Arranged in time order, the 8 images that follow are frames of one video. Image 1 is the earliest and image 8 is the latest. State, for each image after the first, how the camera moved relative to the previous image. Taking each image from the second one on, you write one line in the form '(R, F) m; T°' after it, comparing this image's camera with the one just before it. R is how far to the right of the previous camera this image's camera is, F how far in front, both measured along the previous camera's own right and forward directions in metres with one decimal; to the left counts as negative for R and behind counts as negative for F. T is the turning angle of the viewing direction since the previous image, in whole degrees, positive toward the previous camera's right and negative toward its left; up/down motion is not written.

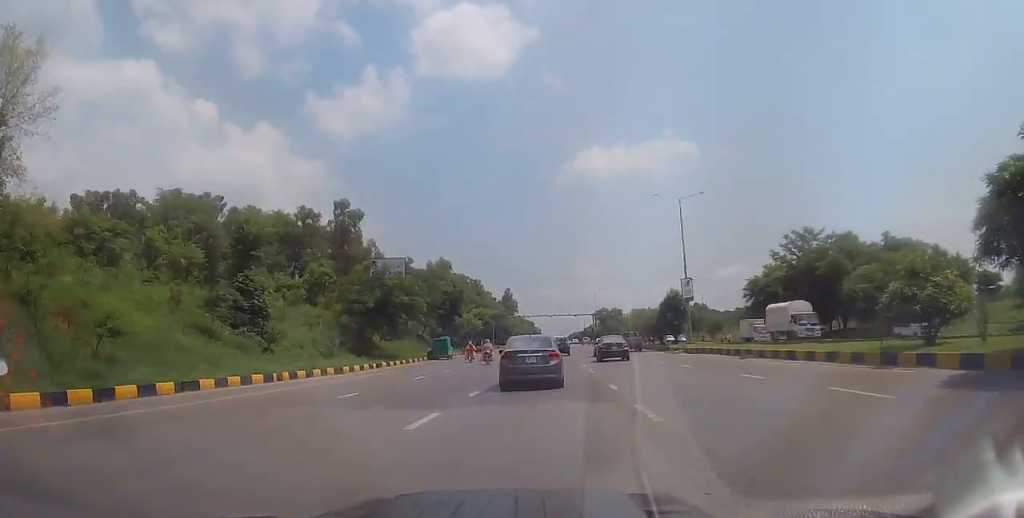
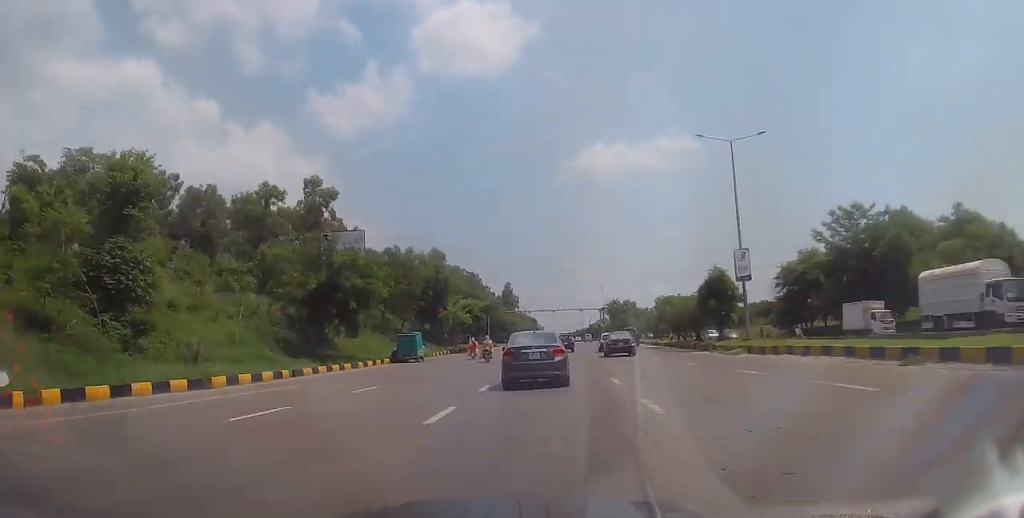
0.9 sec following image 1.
(0.0, +13.9) m; 0°
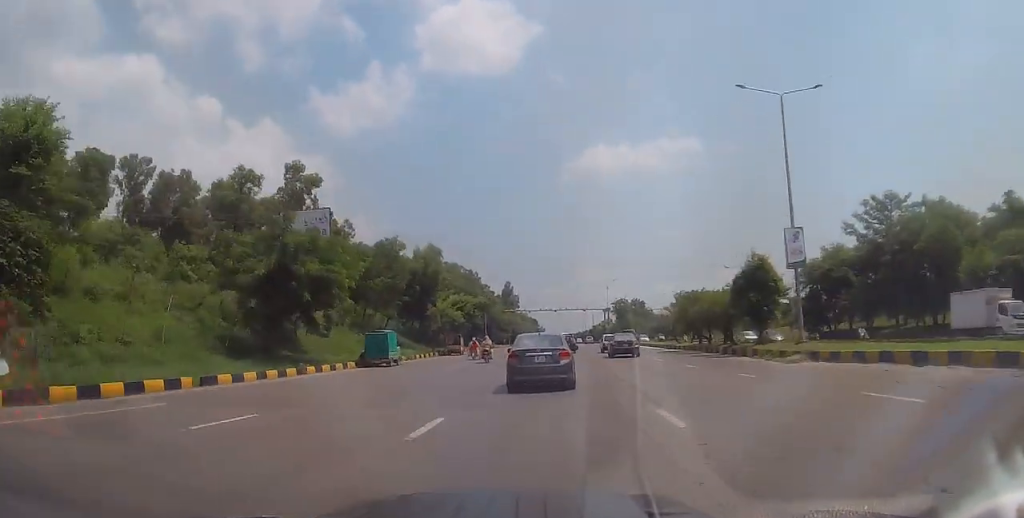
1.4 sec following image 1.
(0.0, +7.7) m; 0°
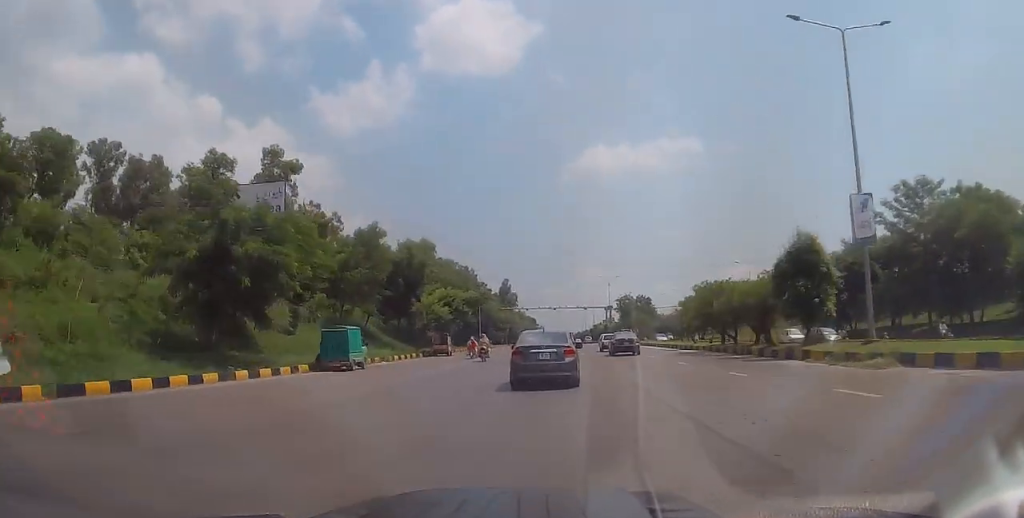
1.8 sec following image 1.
(0.0, +6.6) m; -1°
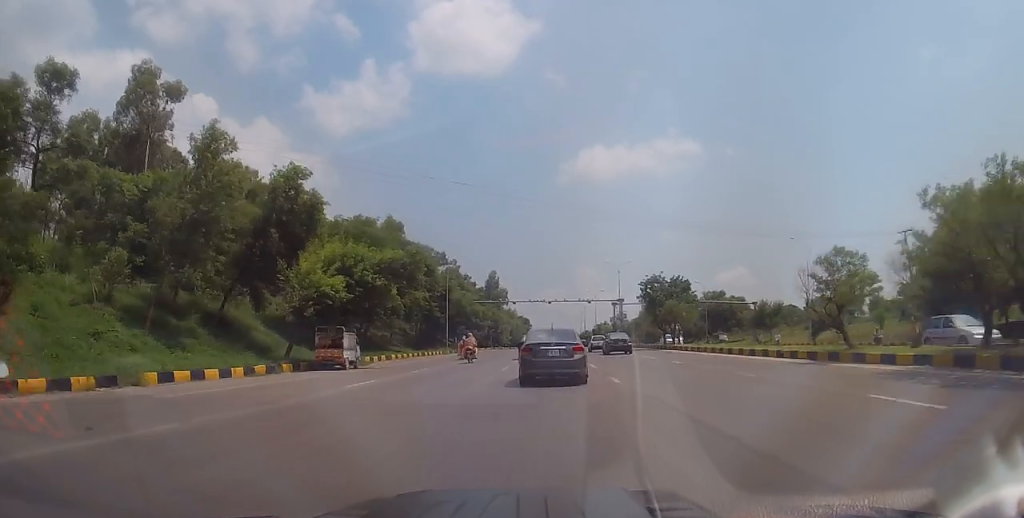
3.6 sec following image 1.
(-0.4, +26.3) m; 0°
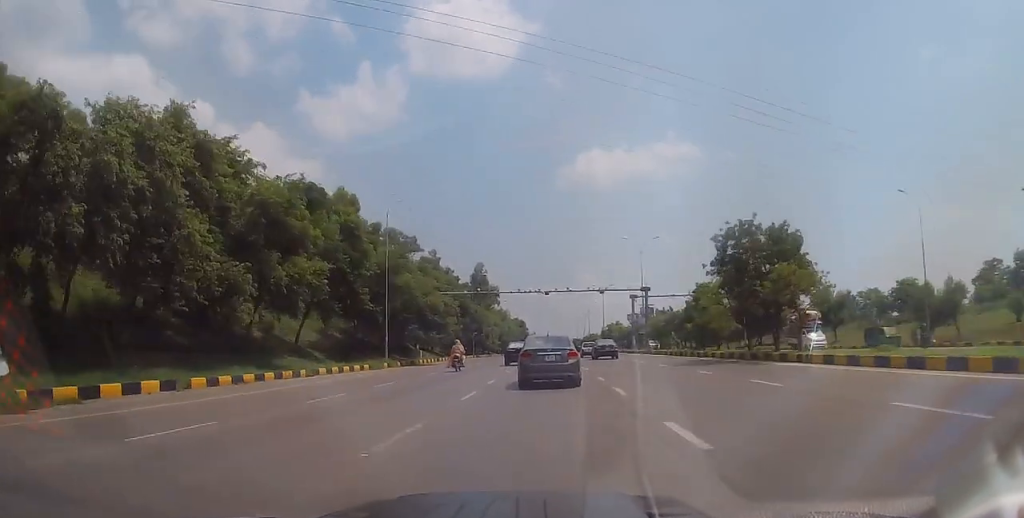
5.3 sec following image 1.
(+0.8, +25.6) m; +1°
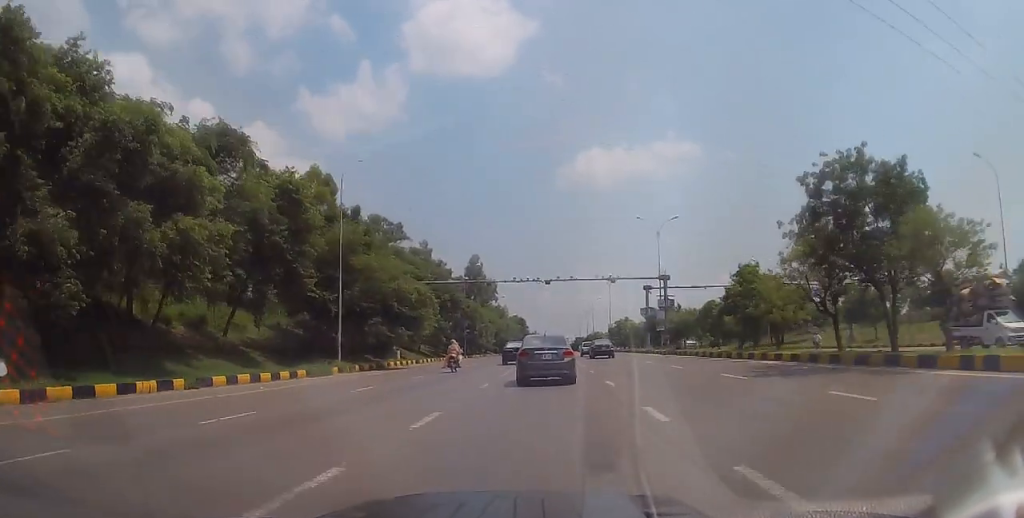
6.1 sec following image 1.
(-0.3, +10.6) m; -1°
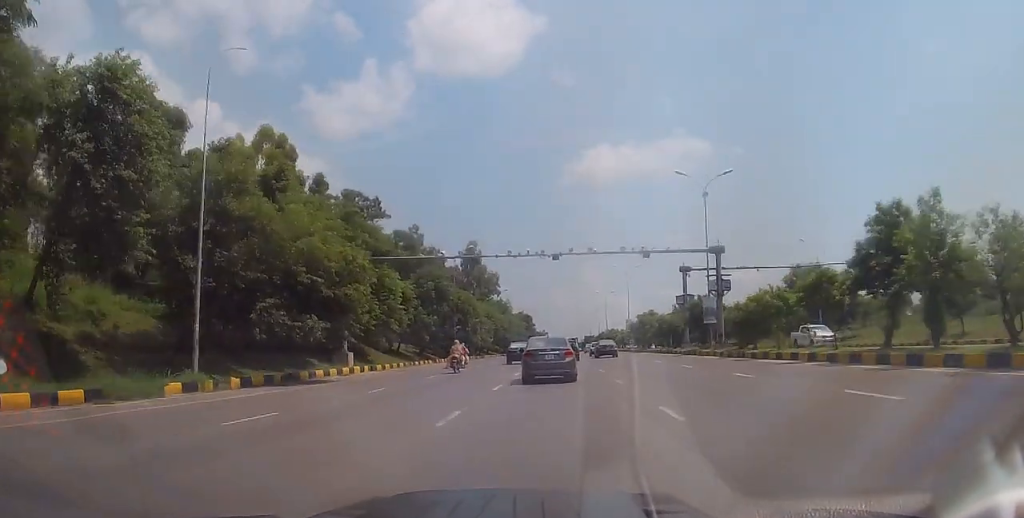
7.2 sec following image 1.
(+0.1, +15.9) m; -1°
